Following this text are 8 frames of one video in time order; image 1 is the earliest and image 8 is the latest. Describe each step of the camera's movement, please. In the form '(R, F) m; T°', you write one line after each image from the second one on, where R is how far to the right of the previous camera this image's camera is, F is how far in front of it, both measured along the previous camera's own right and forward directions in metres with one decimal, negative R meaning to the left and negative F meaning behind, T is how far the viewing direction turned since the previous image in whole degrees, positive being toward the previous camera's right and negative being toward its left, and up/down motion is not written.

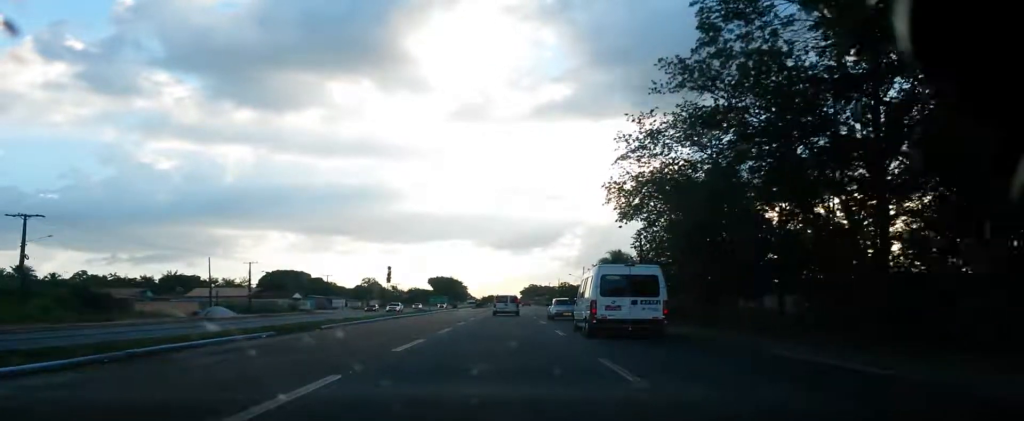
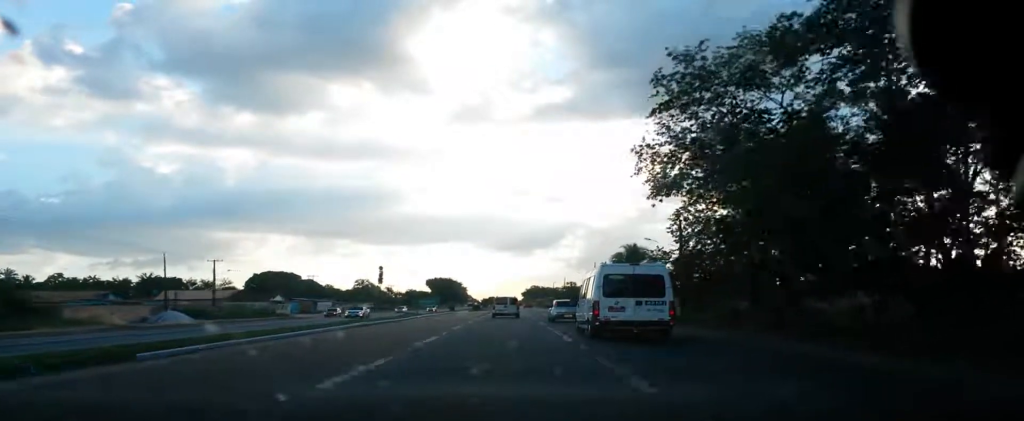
(+0.1, +12.3) m; +2°
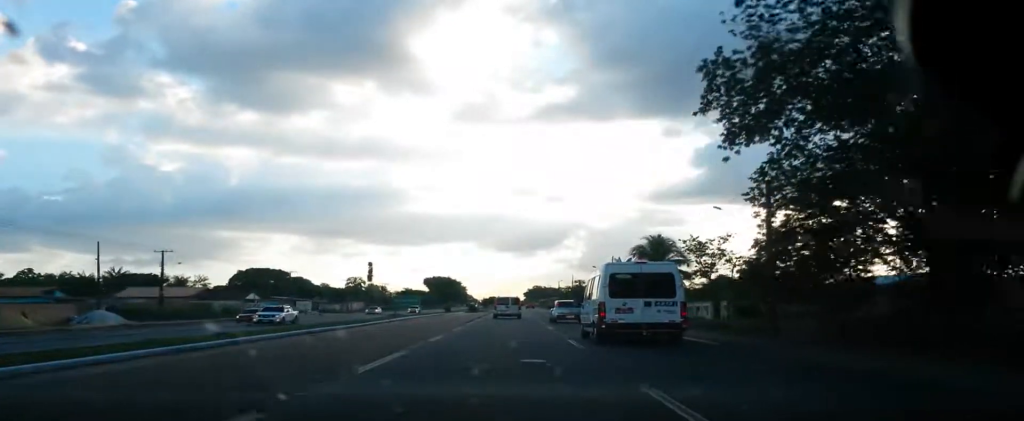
(+0.1, +13.3) m; +2°
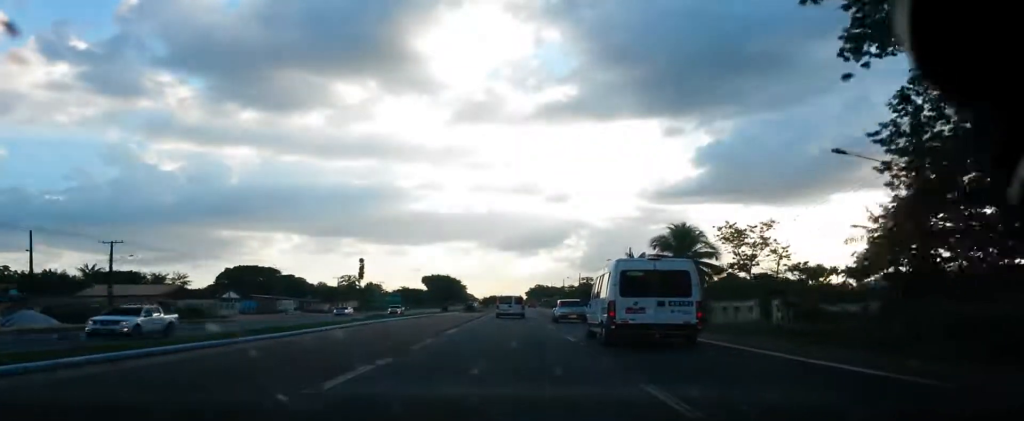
(+0.2, +9.9) m; -2°
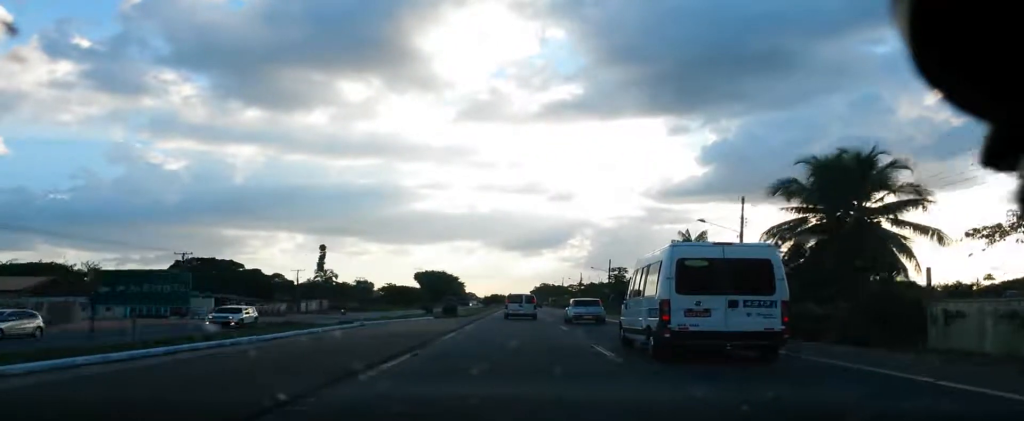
(-1.9, +28.8) m; -3°
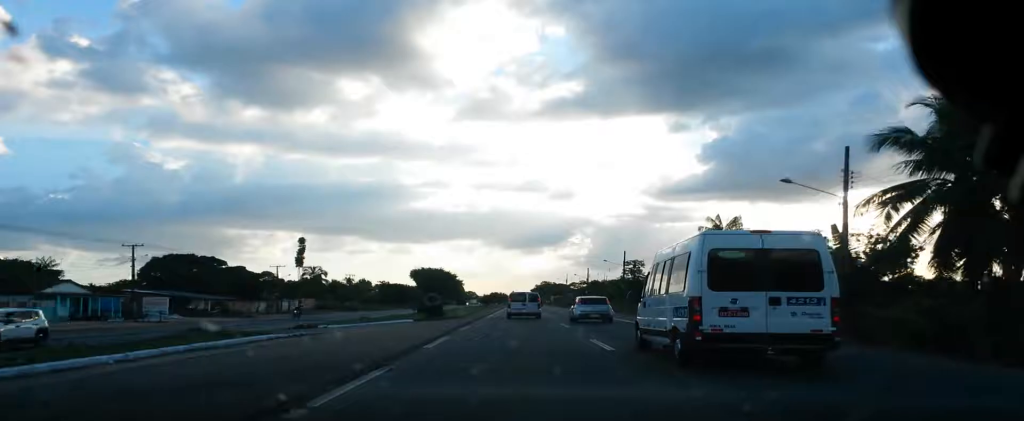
(+0.4, +10.8) m; 0°
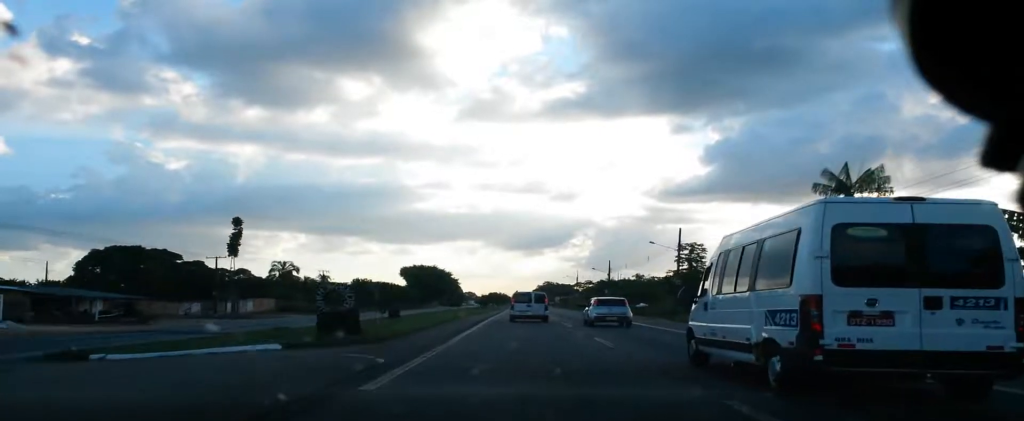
(+0.5, +24.2) m; 0°
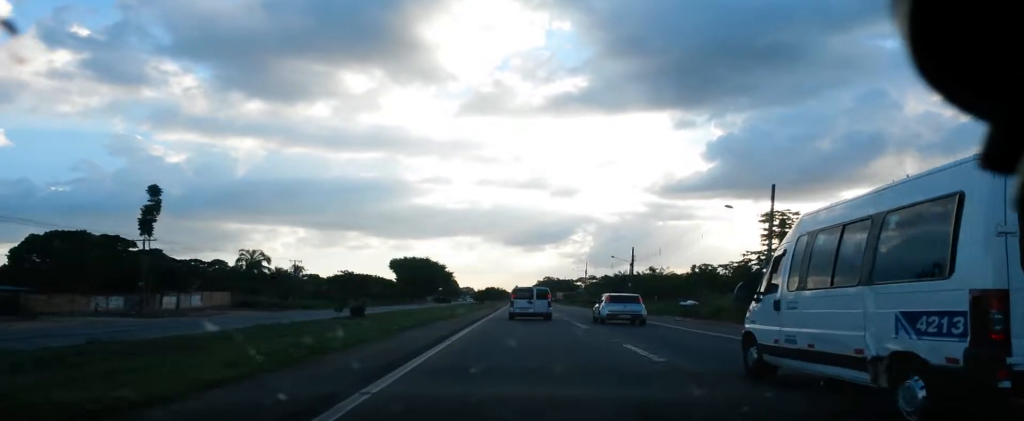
(-0.8, +18.5) m; 0°
